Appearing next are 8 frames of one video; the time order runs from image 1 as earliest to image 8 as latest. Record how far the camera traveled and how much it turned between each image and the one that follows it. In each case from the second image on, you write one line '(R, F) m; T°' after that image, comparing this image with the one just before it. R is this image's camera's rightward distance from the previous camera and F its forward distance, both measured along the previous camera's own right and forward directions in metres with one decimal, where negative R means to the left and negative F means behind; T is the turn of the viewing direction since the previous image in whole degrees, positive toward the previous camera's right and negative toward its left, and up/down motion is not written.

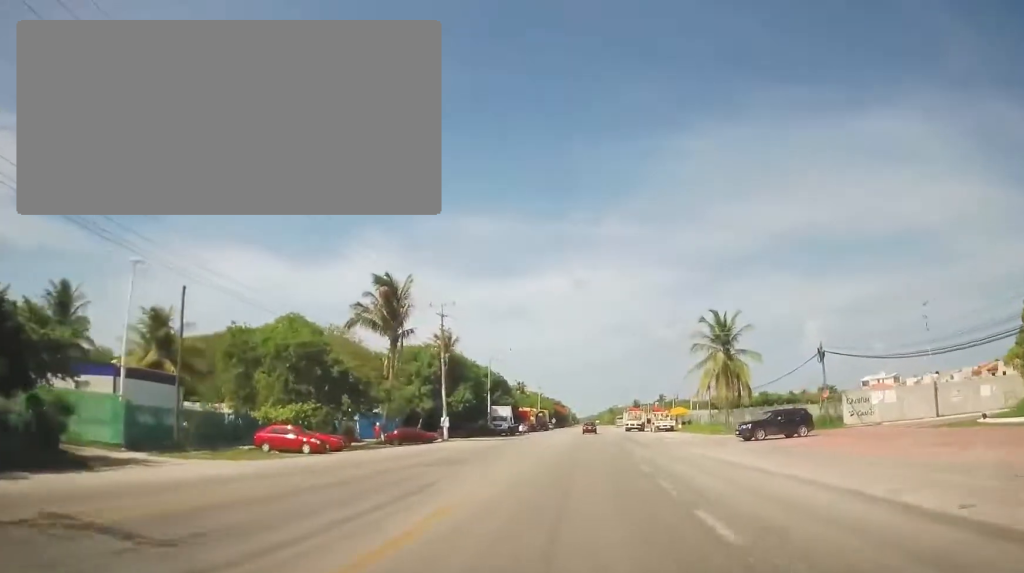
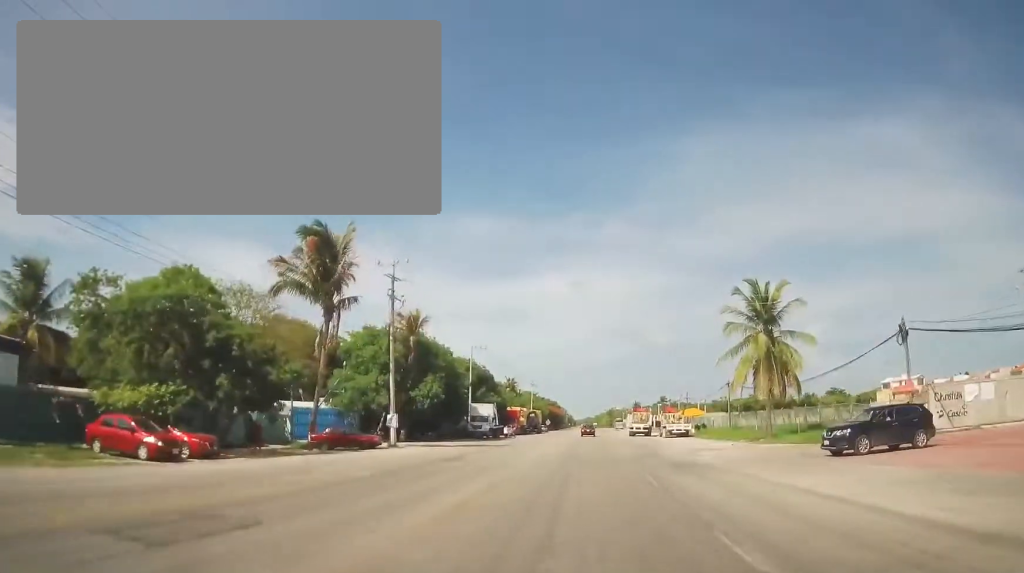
(-0.3, +13.6) m; -1°
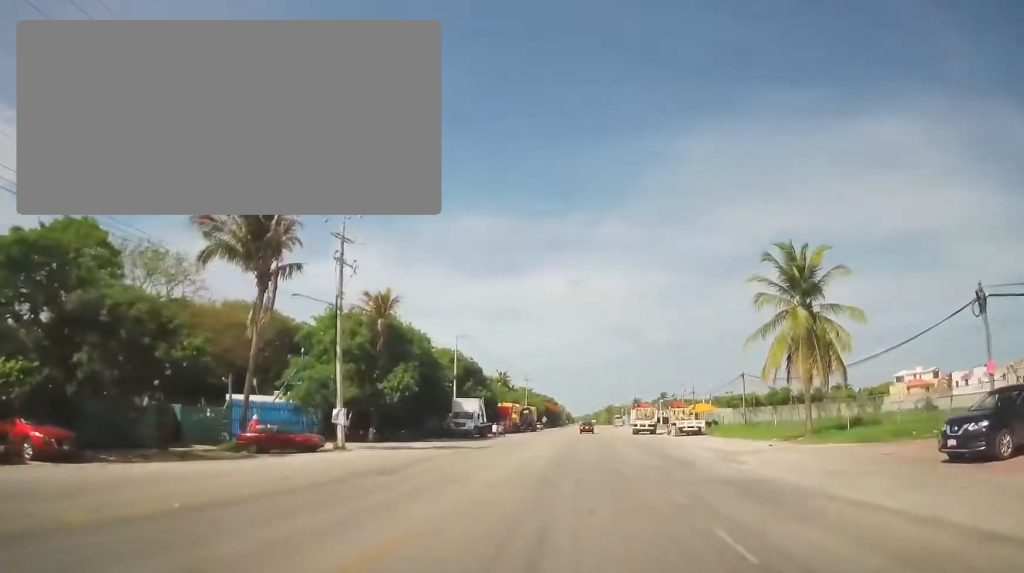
(0.0, +8.2) m; 0°
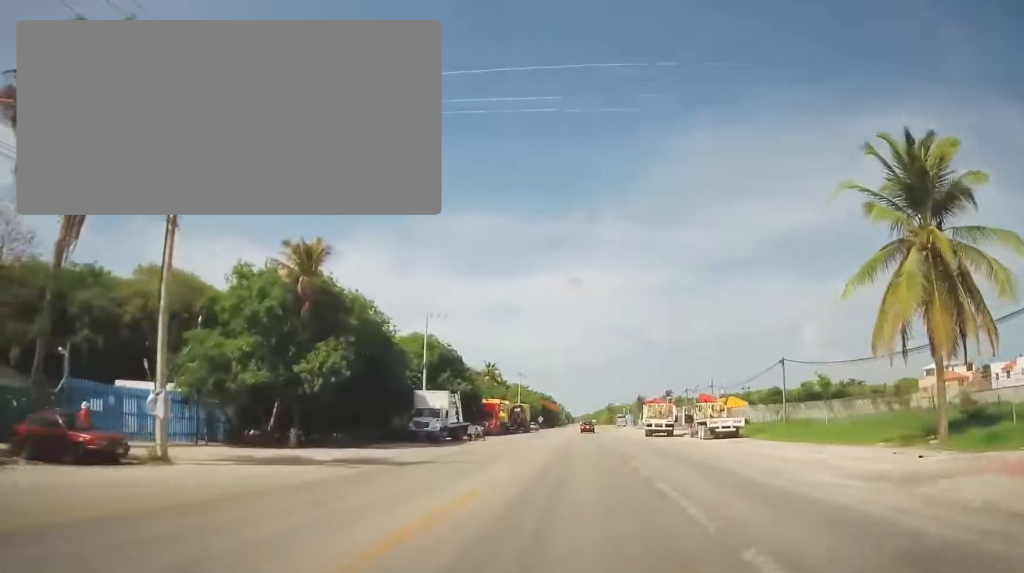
(-0.1, +14.0) m; +2°
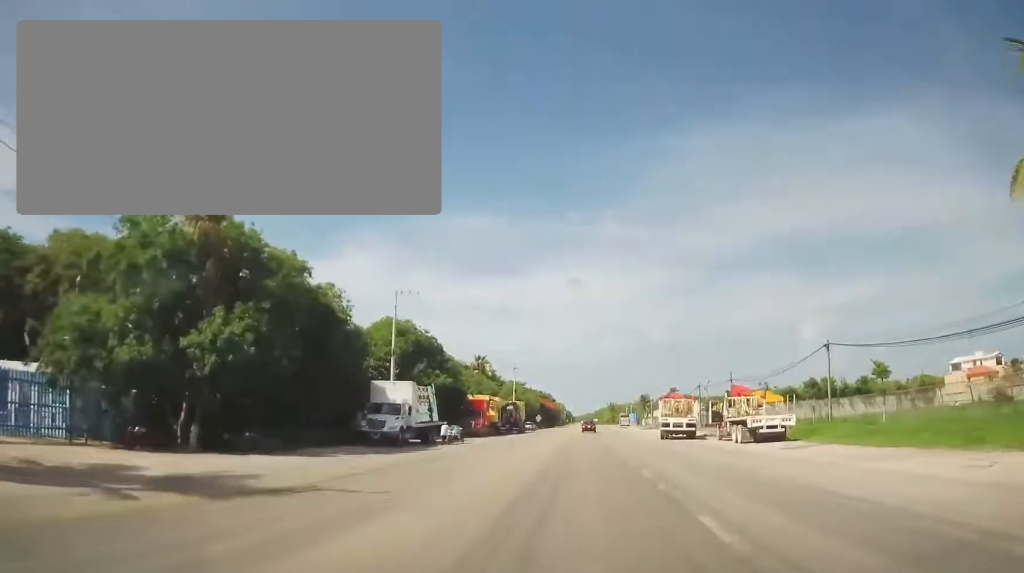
(+0.4, +10.2) m; +1°
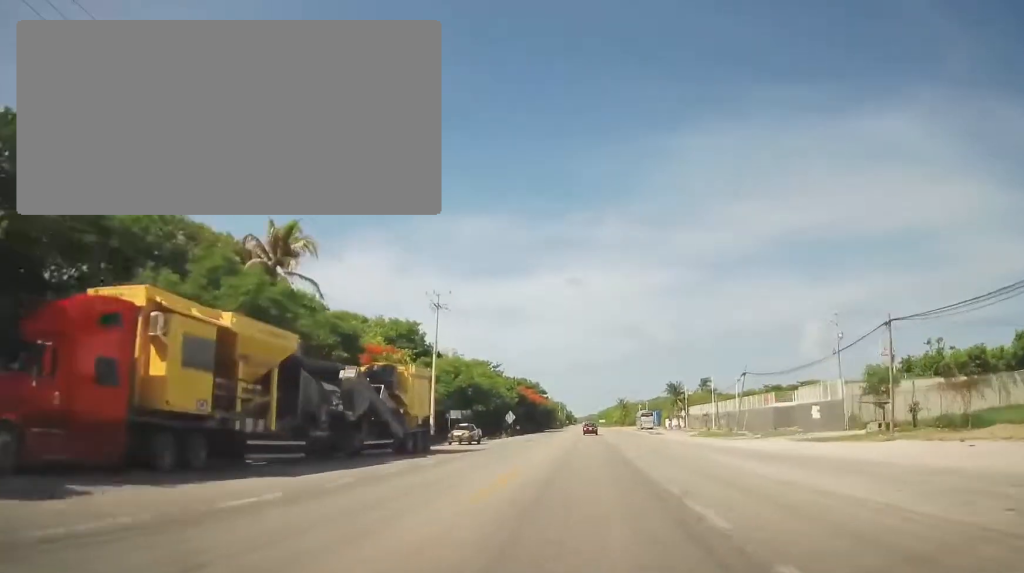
(-0.5, +56.2) m; -1°
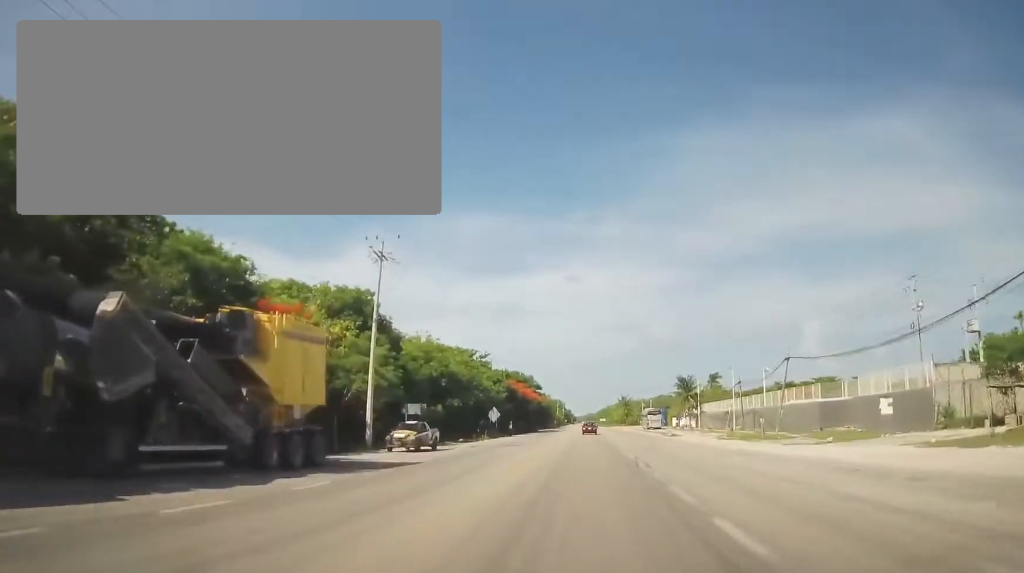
(+0.1, +13.6) m; +1°
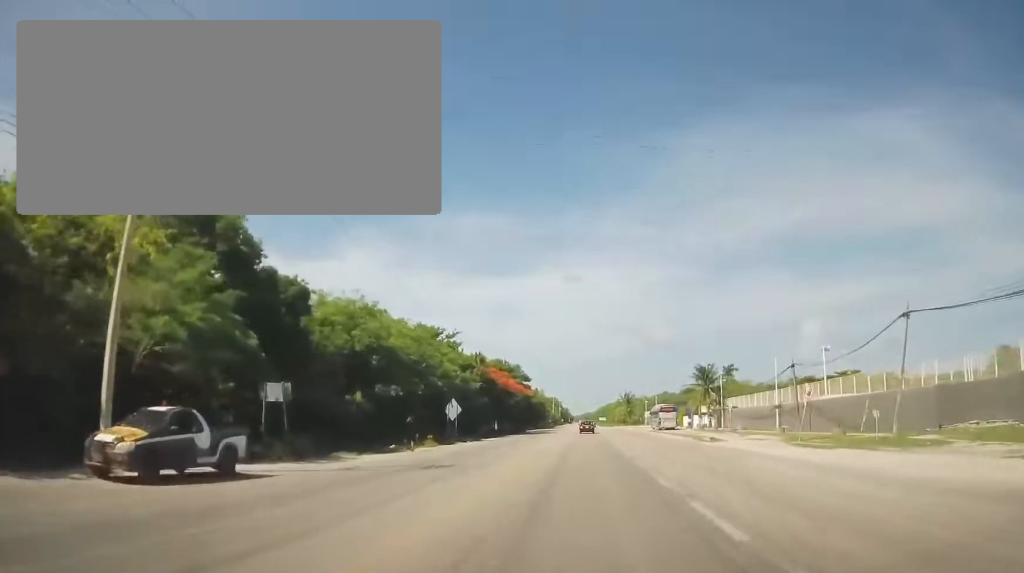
(+0.3, +19.5) m; +1°
